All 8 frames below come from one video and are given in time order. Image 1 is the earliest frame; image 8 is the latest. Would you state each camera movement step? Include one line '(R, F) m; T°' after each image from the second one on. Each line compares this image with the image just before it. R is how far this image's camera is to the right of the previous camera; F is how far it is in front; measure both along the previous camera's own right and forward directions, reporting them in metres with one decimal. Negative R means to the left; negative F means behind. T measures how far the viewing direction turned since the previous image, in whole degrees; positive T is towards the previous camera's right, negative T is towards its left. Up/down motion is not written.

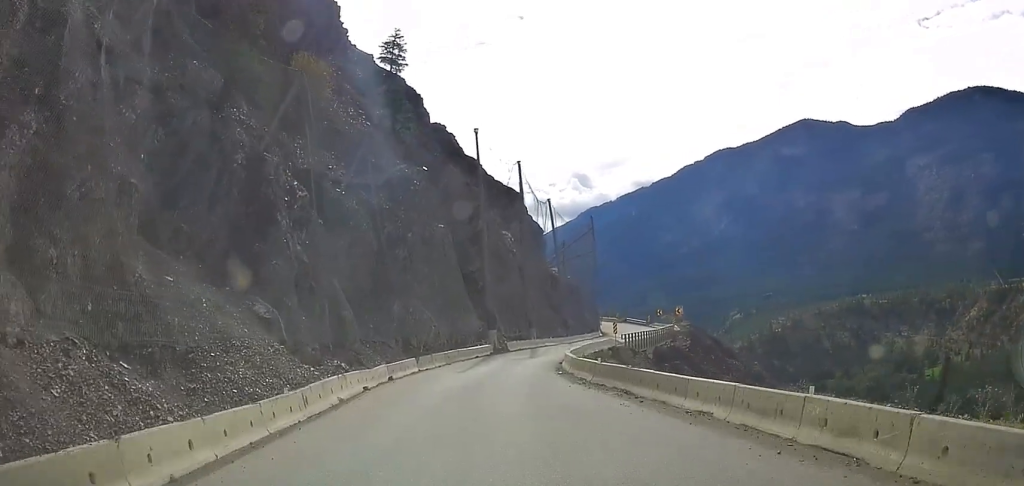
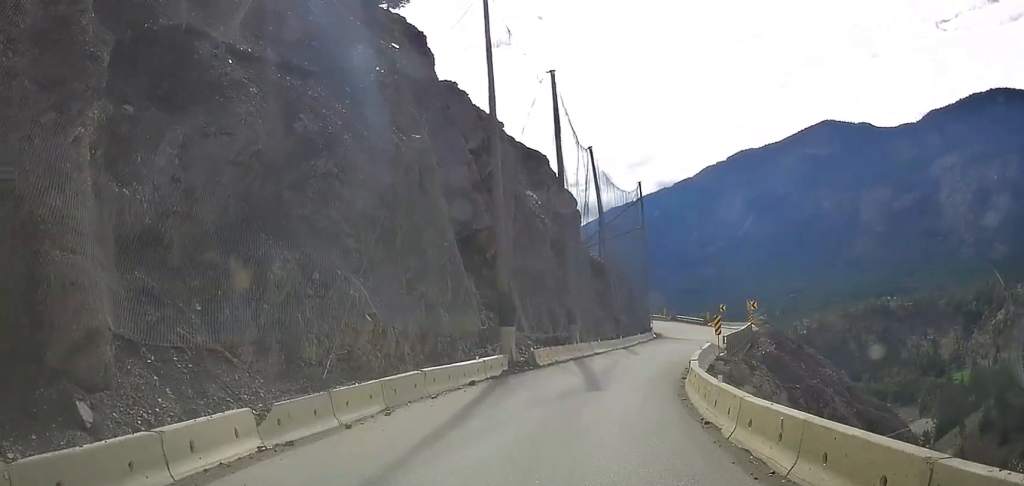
(-1.1, +21.5) m; -3°
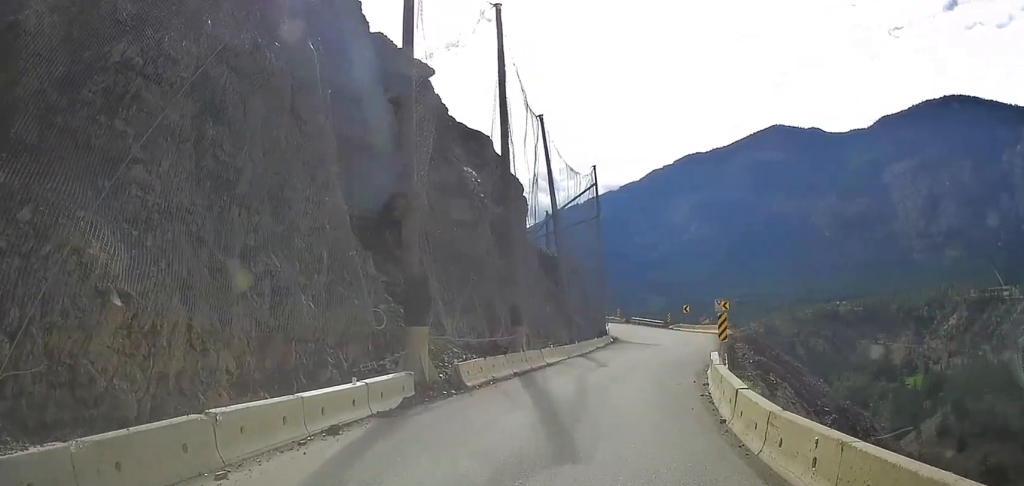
(0.0, +8.8) m; +2°
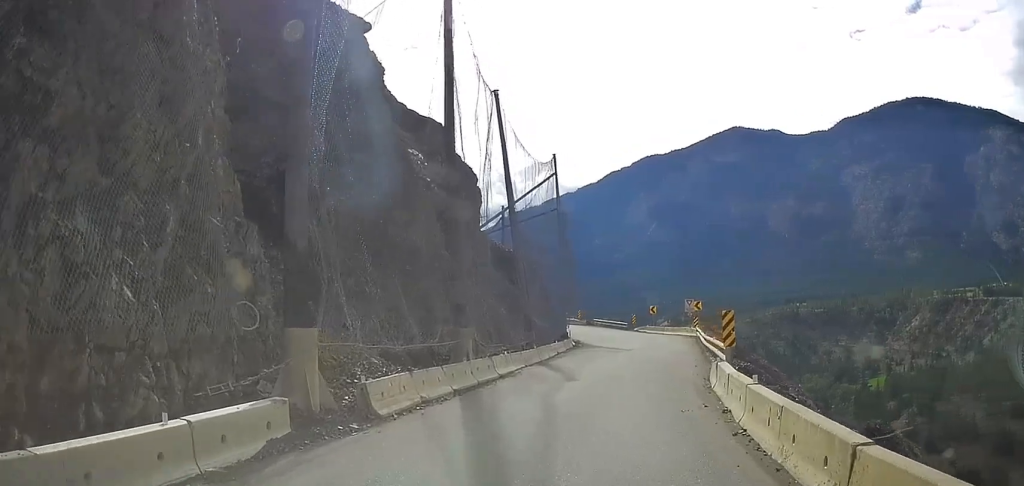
(+0.1, +5.3) m; +4°
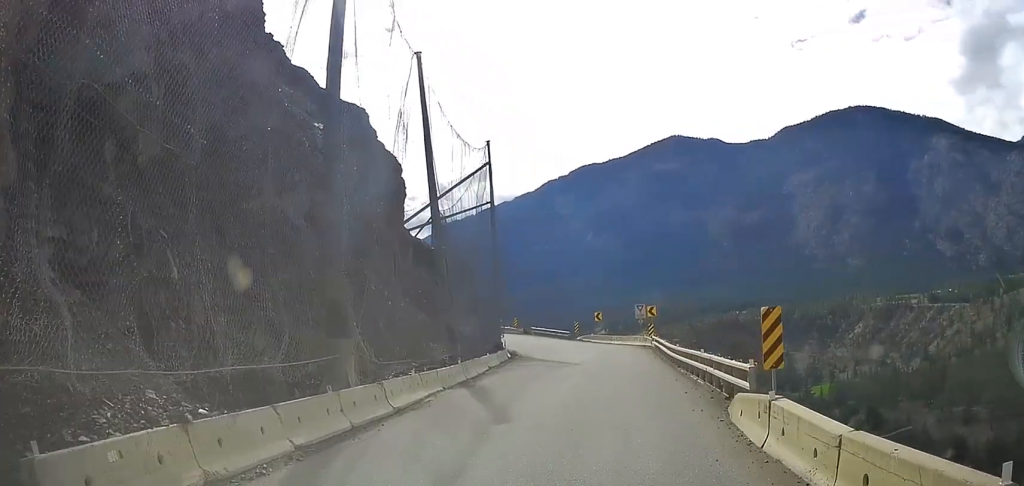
(+0.1, +7.2) m; +7°
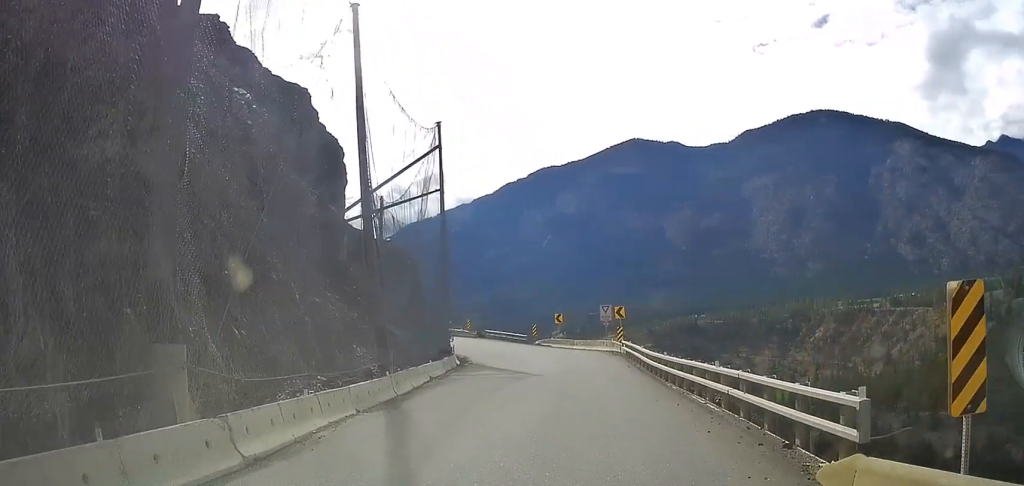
(+0.7, +5.5) m; +3°
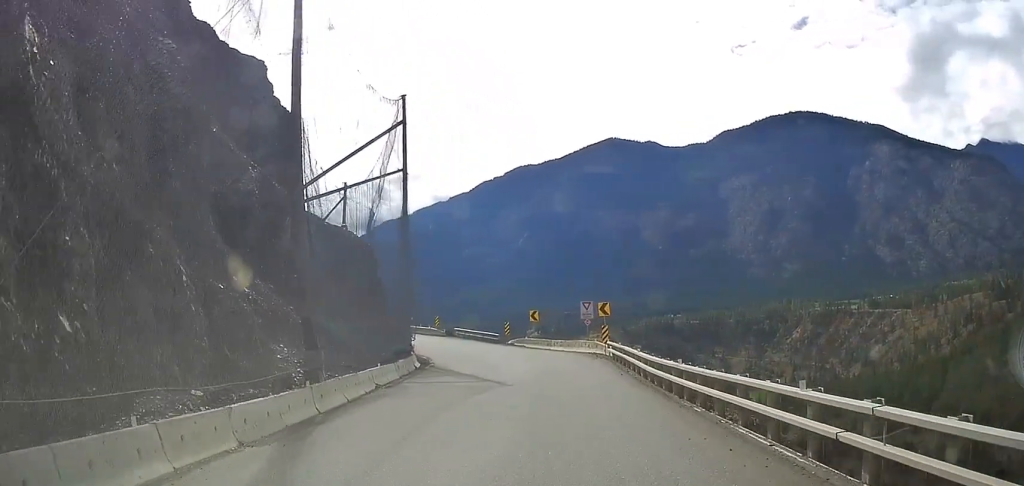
(+0.2, +5.2) m; +1°
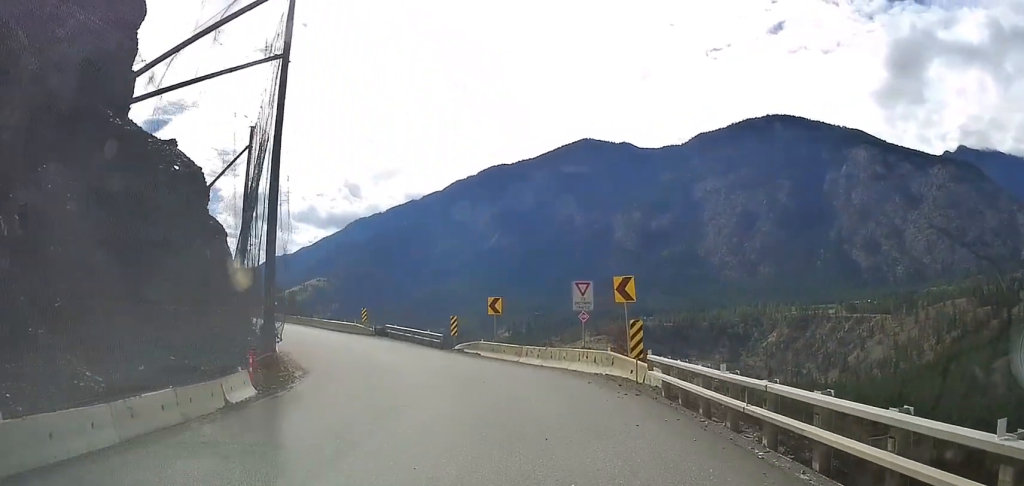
(-1.0, +17.5) m; -1°
